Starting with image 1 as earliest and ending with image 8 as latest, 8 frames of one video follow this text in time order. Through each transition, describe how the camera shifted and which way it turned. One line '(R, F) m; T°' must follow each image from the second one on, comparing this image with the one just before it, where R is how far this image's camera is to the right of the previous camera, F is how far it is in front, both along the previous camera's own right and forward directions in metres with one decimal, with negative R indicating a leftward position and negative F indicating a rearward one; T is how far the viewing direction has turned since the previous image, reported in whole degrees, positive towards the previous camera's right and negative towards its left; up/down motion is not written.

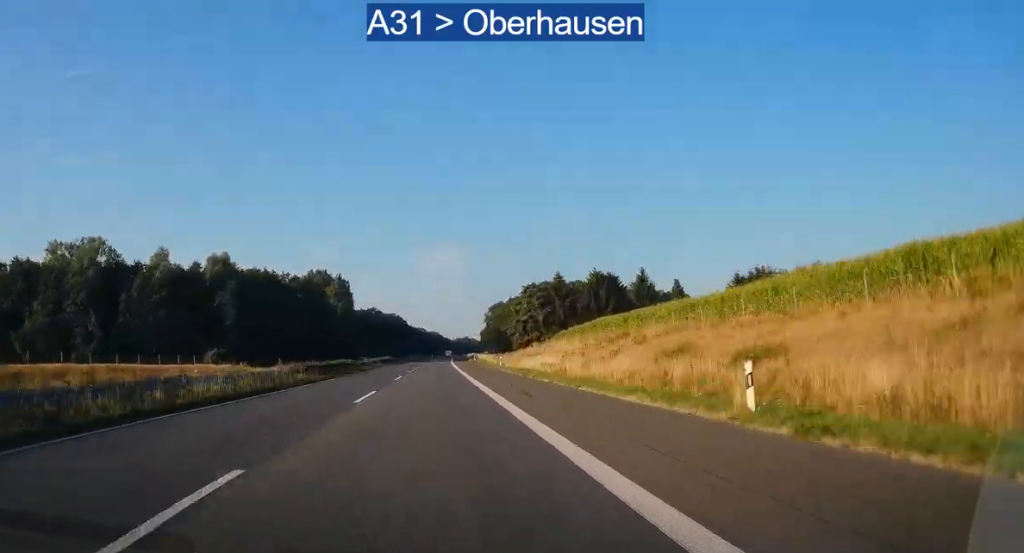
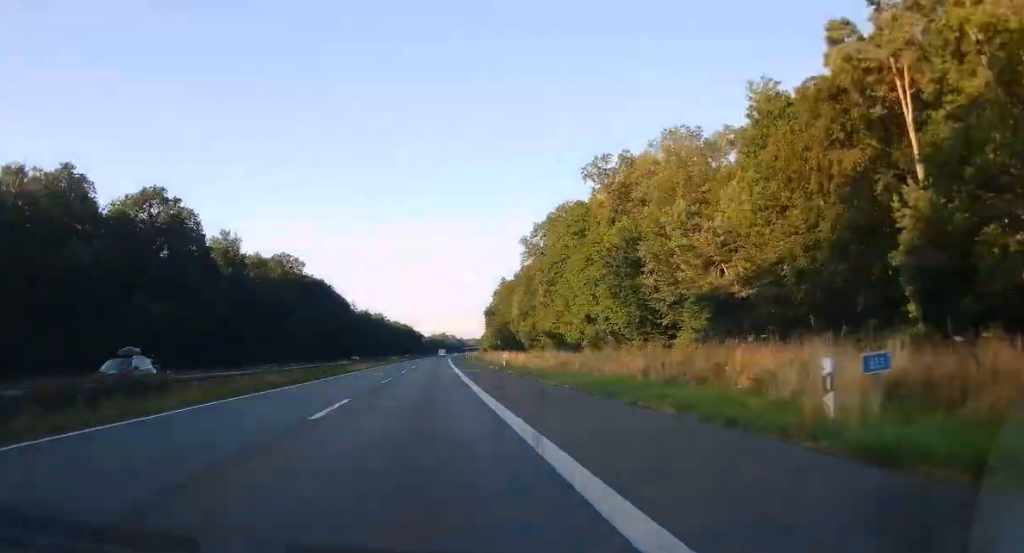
(+6.0, +280.1) m; +2°
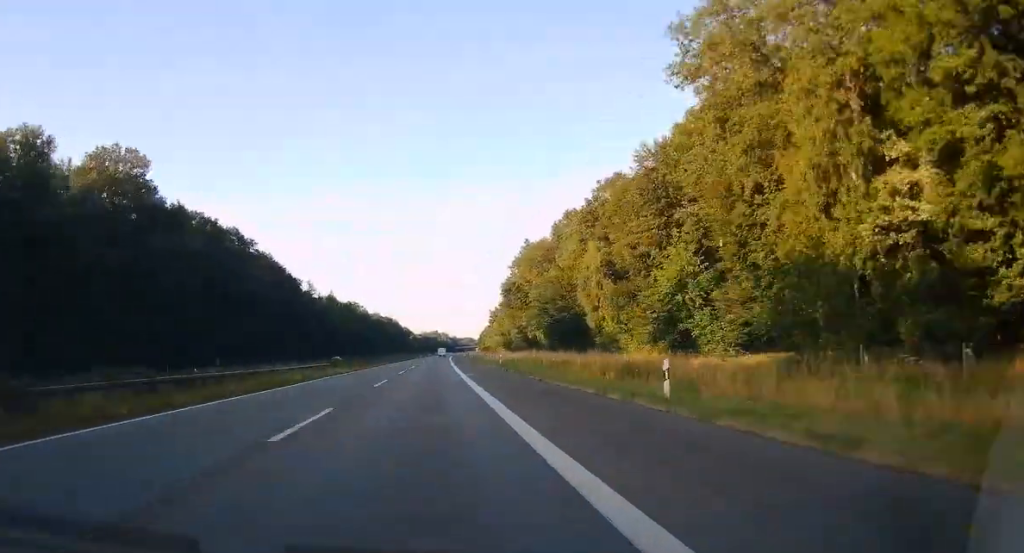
(+1.0, +108.7) m; +1°
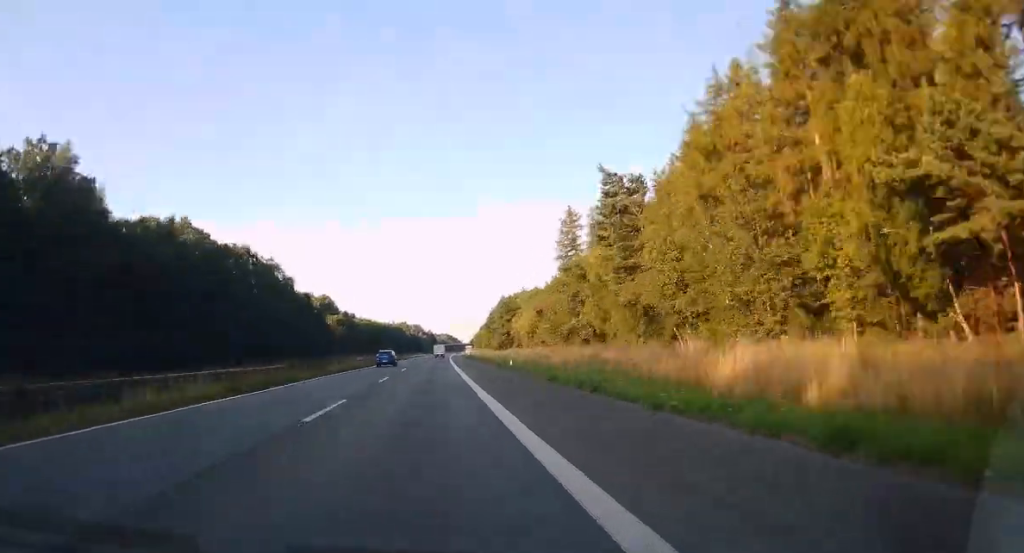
(+3.8, +232.3) m; +2°
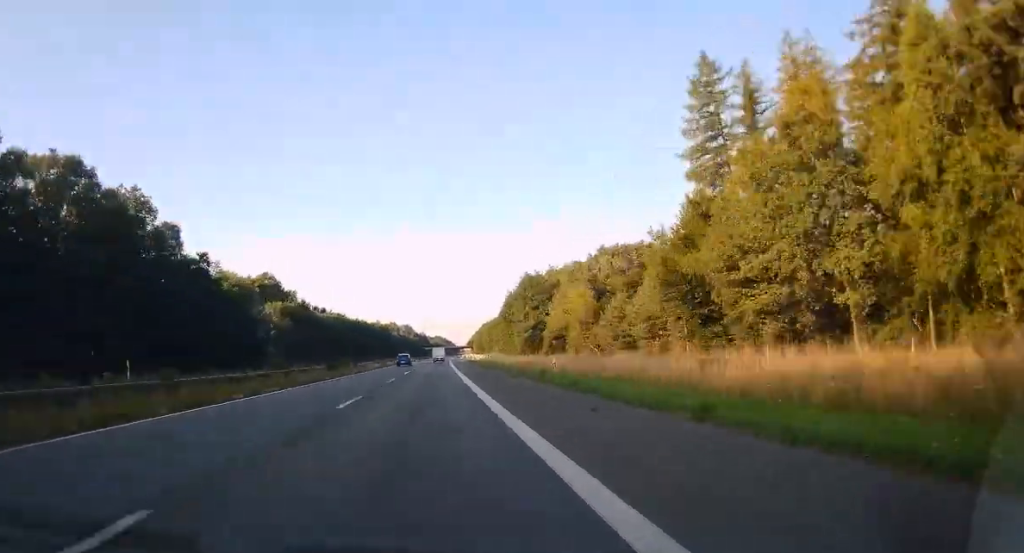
(0.0, +63.0) m; 0°
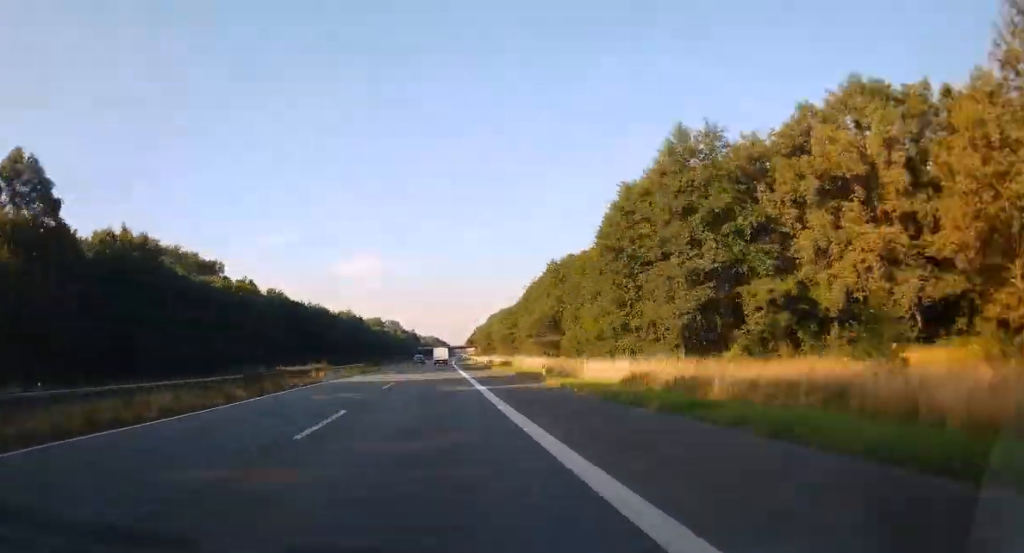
(+0.7, +87.2) m; +1°
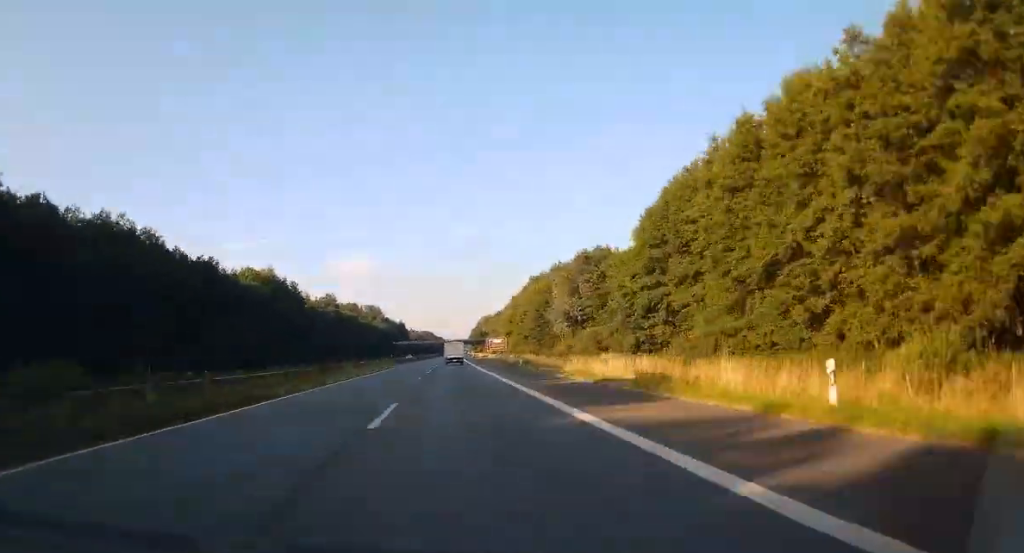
(+0.9, +125.0) m; 0°
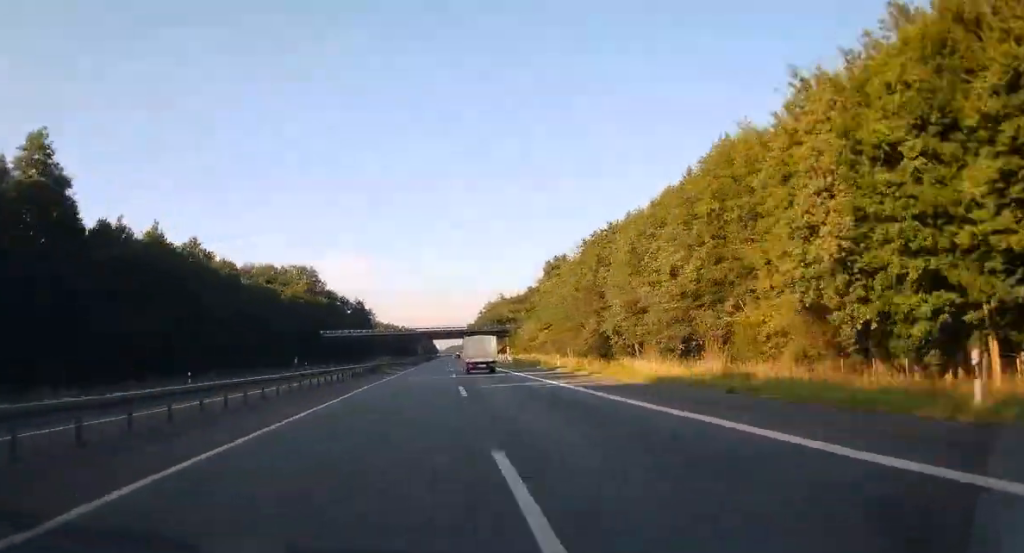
(-1.6, +180.0) m; -2°
